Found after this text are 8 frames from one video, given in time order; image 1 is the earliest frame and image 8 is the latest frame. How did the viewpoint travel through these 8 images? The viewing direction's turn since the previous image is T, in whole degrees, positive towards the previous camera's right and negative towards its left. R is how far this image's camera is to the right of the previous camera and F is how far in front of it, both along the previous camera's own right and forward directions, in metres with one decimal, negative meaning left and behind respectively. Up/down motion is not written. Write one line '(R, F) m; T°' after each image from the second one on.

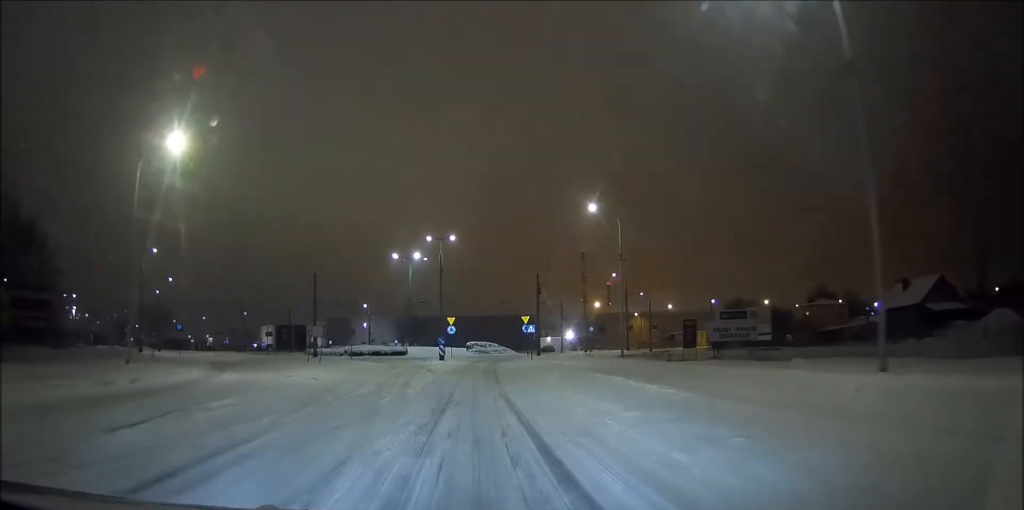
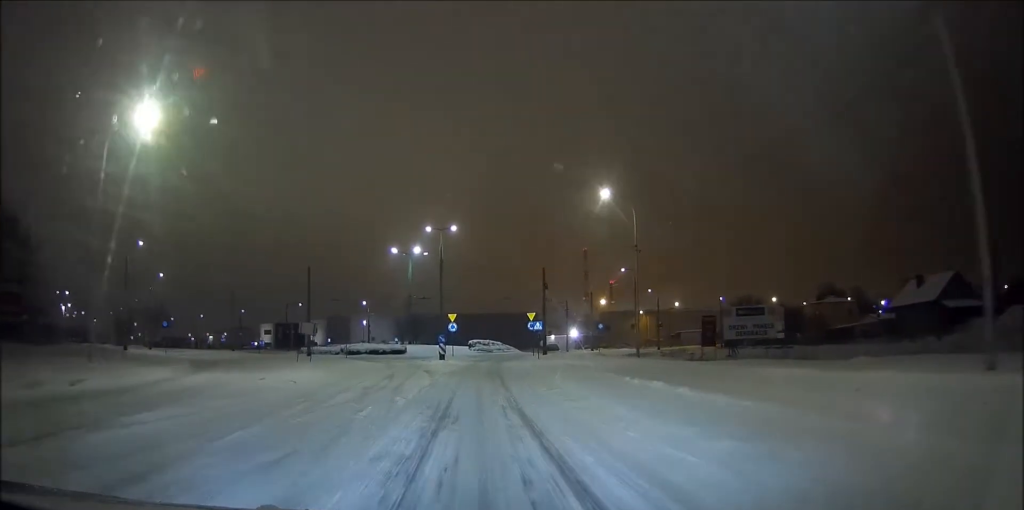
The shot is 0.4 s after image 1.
(+0.1, +3.5) m; 0°
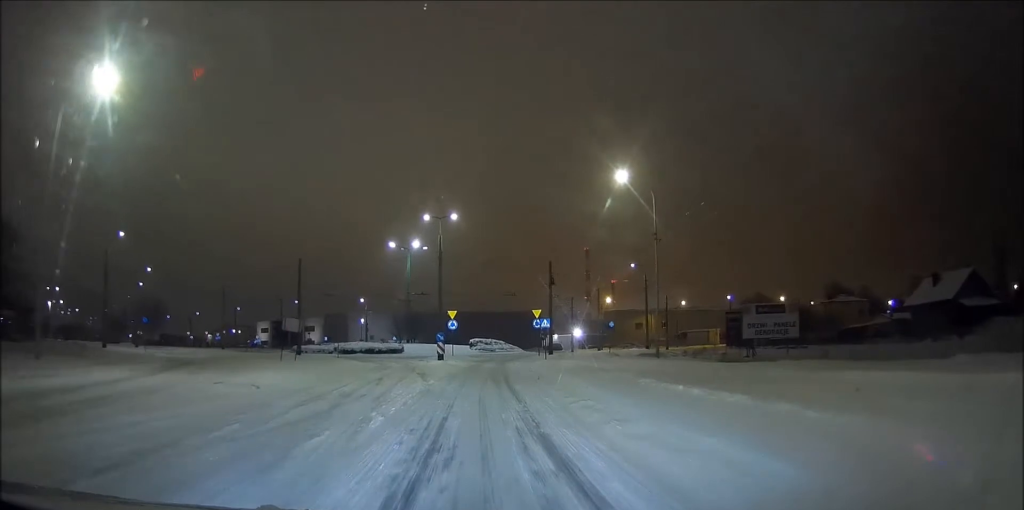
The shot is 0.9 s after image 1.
(0.0, +4.0) m; 0°
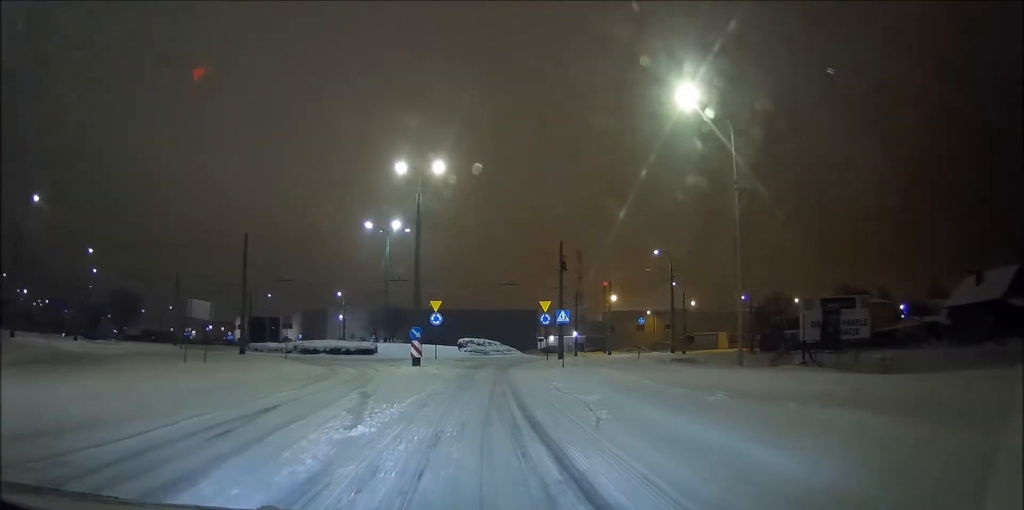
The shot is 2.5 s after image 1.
(-0.4, +12.5) m; -3°
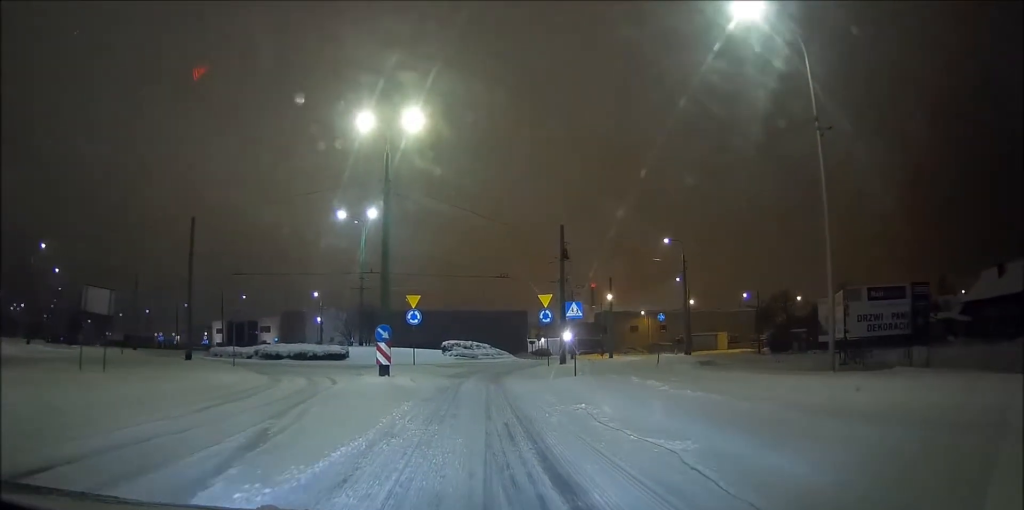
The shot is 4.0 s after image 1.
(0.0, +9.5) m; 0°
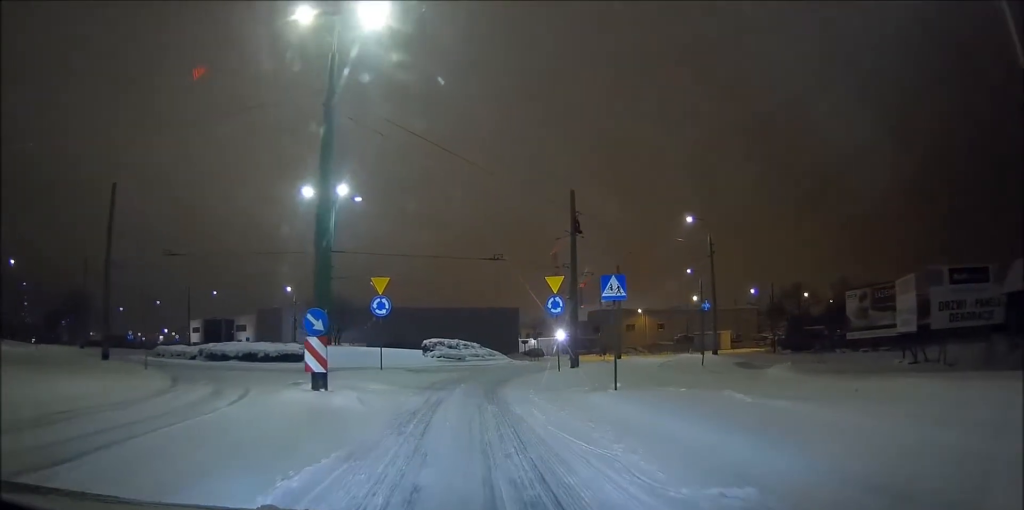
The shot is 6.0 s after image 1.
(+0.1, +10.0) m; +2°
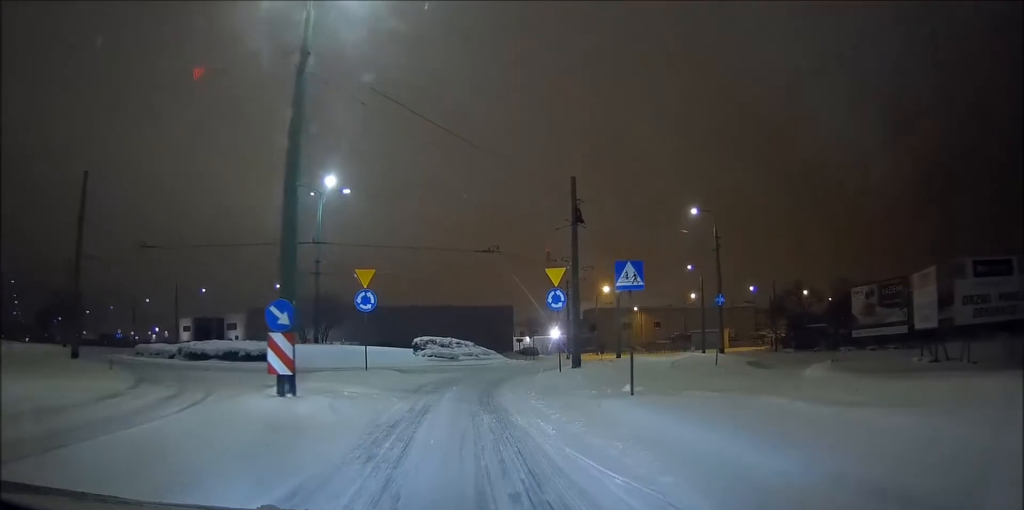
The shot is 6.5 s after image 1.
(0.0, +2.1) m; +1°
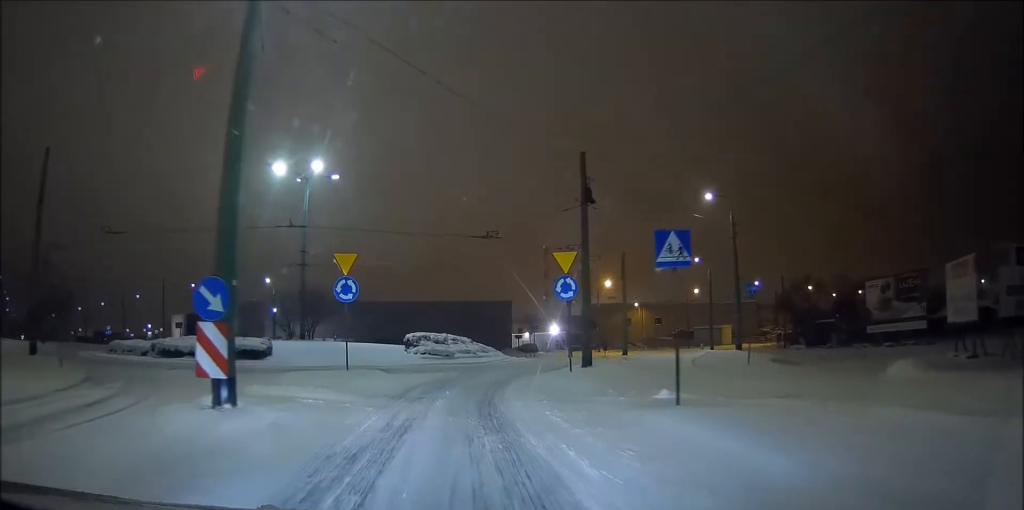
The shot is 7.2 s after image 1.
(+0.1, +3.2) m; +1°
